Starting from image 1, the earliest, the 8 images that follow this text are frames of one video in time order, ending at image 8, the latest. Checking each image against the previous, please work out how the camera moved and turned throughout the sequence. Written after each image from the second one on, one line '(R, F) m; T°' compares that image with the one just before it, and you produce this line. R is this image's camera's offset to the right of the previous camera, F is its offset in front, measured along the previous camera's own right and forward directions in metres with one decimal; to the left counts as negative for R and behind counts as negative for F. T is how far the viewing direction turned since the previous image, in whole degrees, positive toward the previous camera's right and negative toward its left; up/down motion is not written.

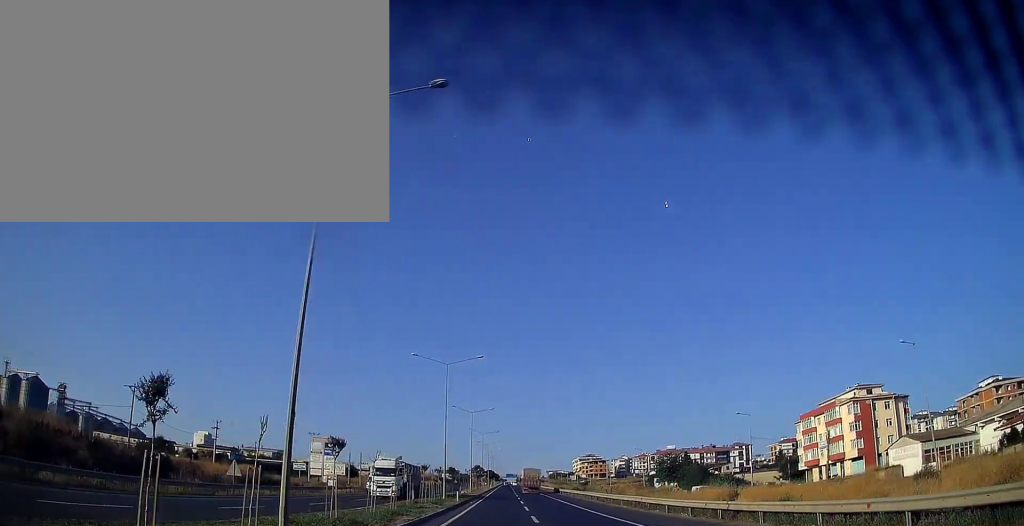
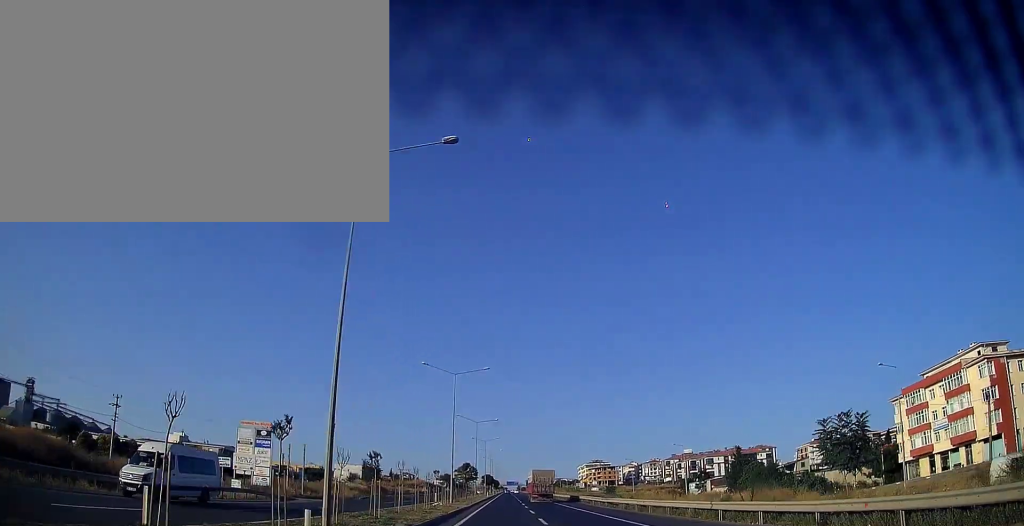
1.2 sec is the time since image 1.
(+0.1, +35.2) m; 0°
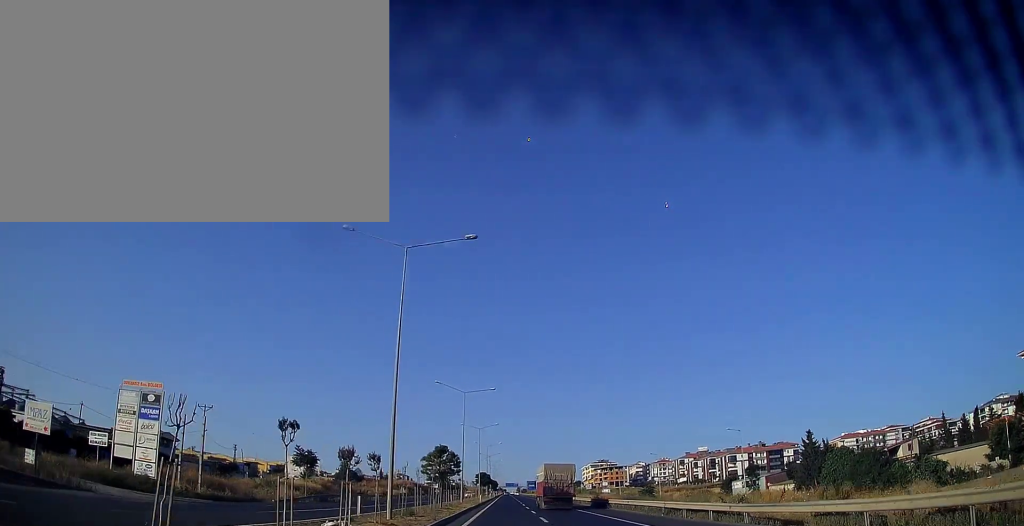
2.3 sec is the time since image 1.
(+0.1, +31.4) m; 0°
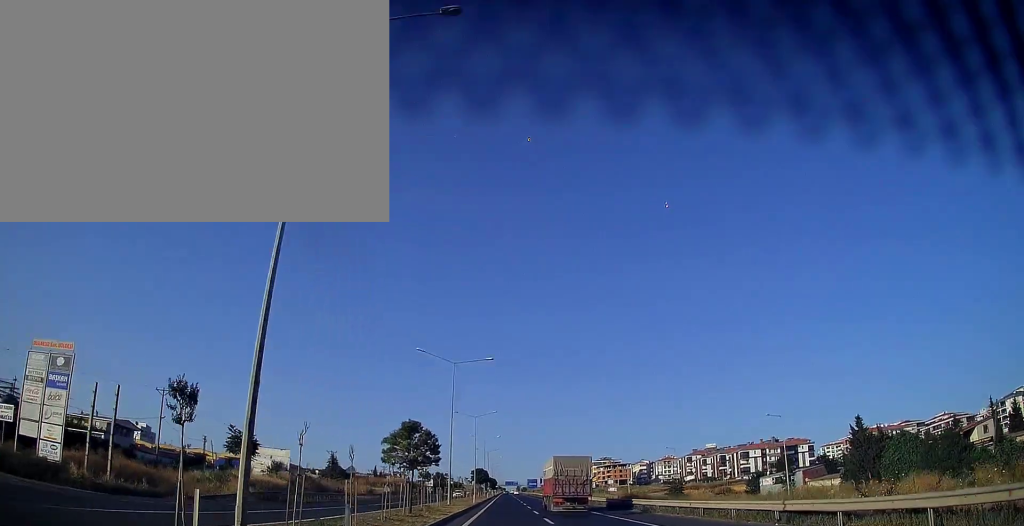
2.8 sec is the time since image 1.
(0.0, +14.6) m; 0°
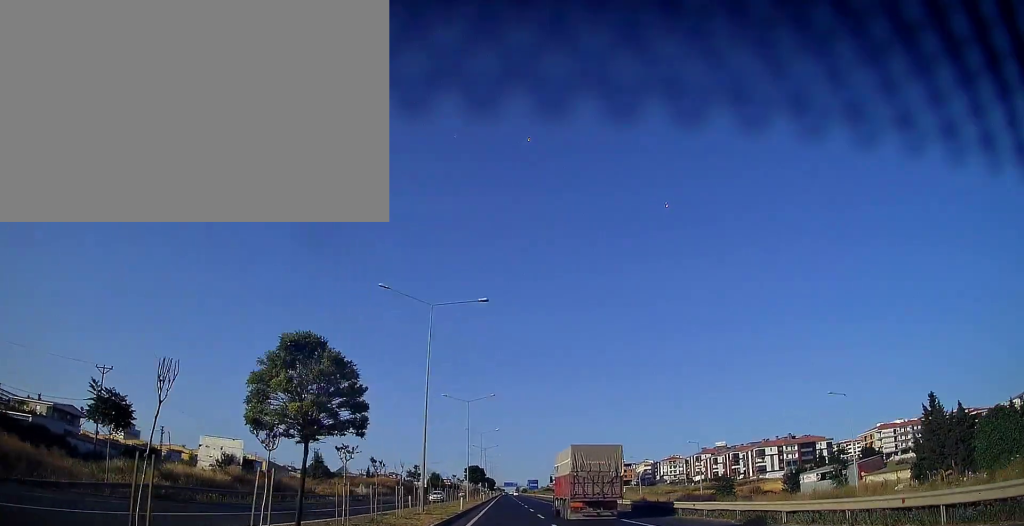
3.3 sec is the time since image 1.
(-0.1, +16.5) m; 0°
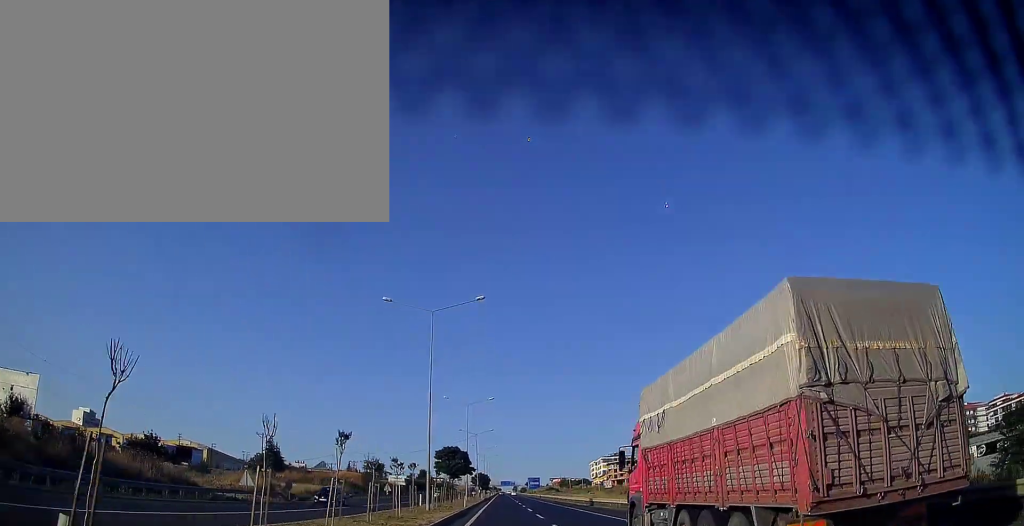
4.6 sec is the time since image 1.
(0.0, +36.1) m; +1°
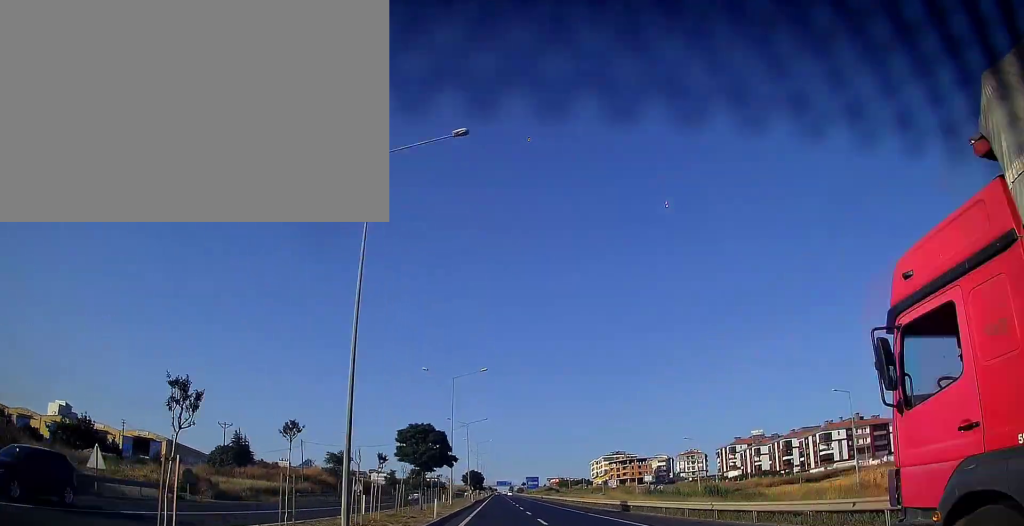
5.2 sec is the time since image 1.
(+0.1, +16.8) m; +1°
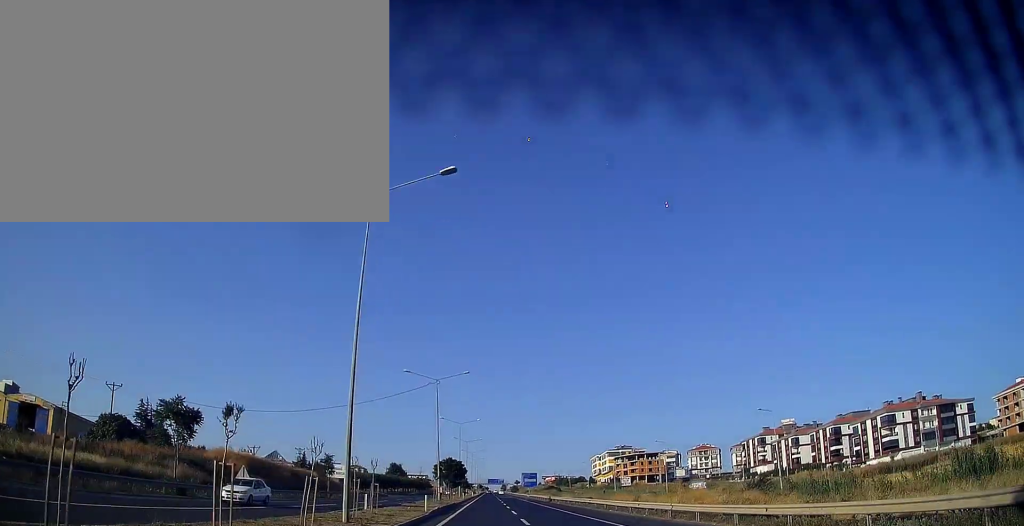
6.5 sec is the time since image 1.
(+0.3, +37.1) m; 0°
